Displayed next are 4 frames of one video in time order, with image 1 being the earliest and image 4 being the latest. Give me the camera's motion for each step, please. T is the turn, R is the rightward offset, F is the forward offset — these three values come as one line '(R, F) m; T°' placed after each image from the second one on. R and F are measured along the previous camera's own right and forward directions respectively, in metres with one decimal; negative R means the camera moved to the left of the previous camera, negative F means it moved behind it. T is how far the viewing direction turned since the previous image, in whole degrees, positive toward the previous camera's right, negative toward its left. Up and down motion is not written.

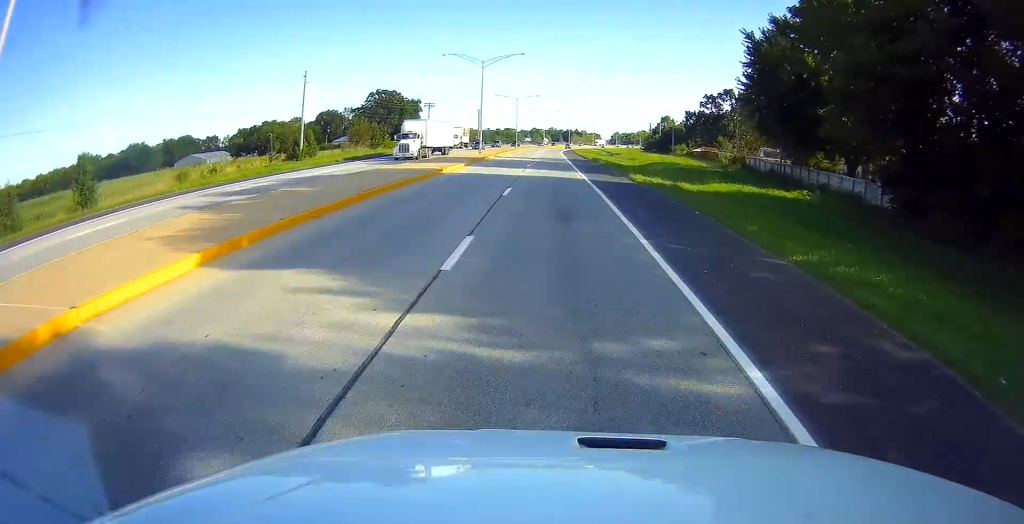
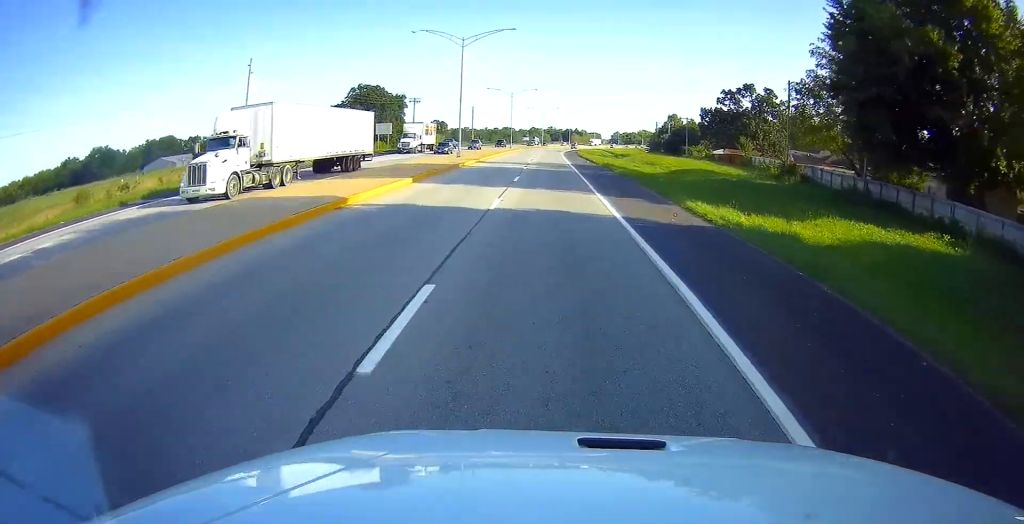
(-0.4, +16.4) m; -1°
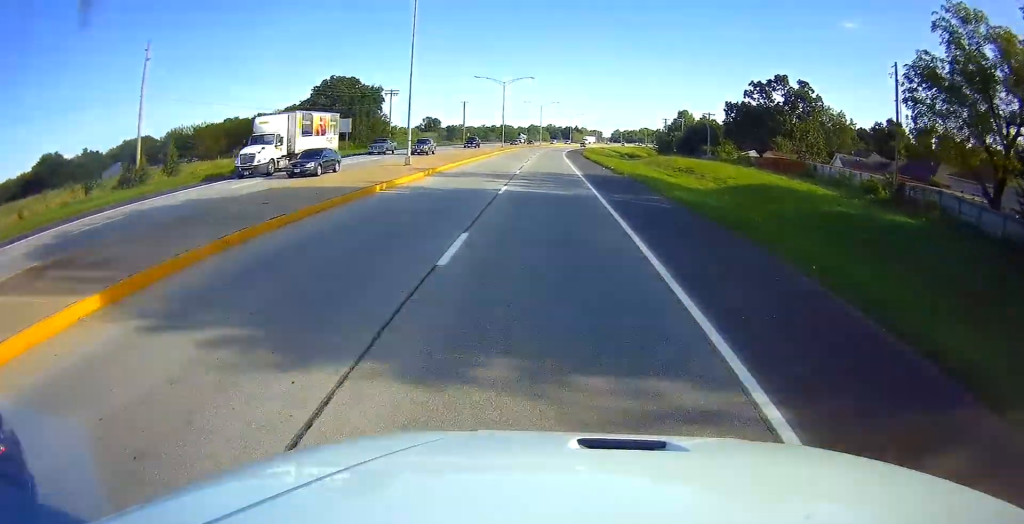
(+0.1, +20.2) m; +2°
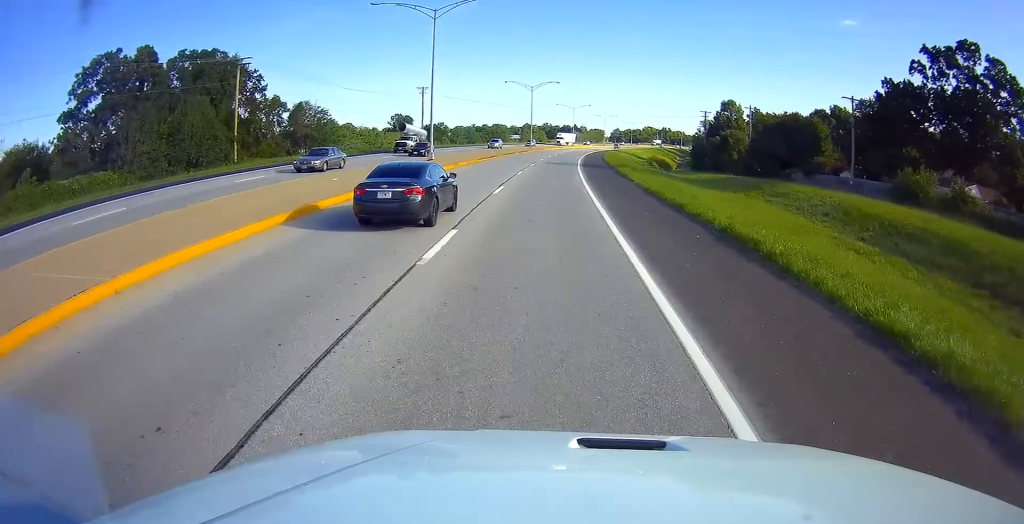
(-0.9, +60.1) m; -2°
